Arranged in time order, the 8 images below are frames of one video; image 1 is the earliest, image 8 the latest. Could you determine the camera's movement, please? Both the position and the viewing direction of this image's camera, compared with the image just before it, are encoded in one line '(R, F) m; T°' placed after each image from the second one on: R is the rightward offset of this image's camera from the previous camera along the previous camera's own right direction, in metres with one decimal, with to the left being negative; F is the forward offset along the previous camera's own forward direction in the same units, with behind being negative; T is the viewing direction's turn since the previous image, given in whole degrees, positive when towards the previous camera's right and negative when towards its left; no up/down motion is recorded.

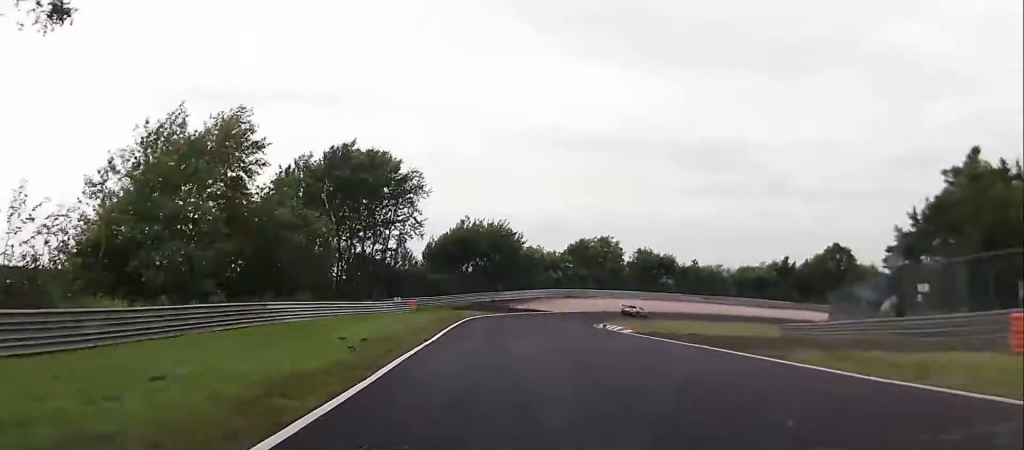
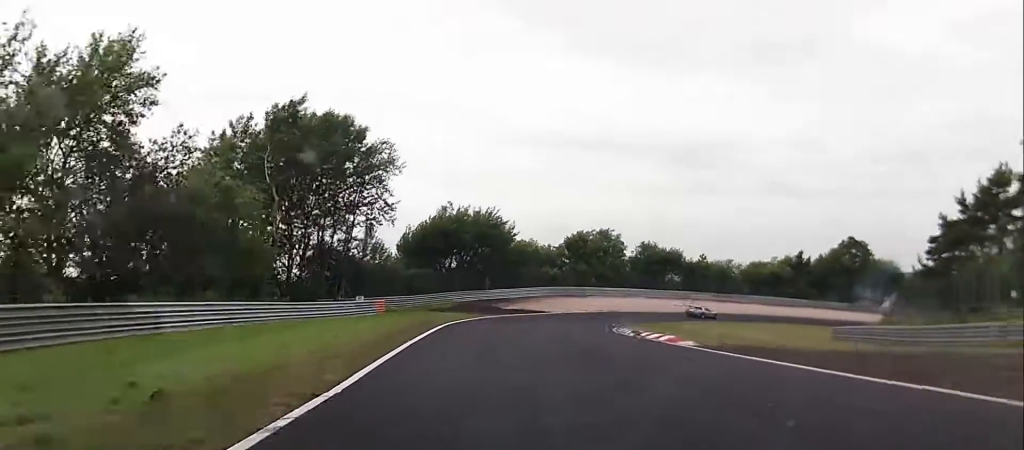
(0.0, +11.4) m; +1°
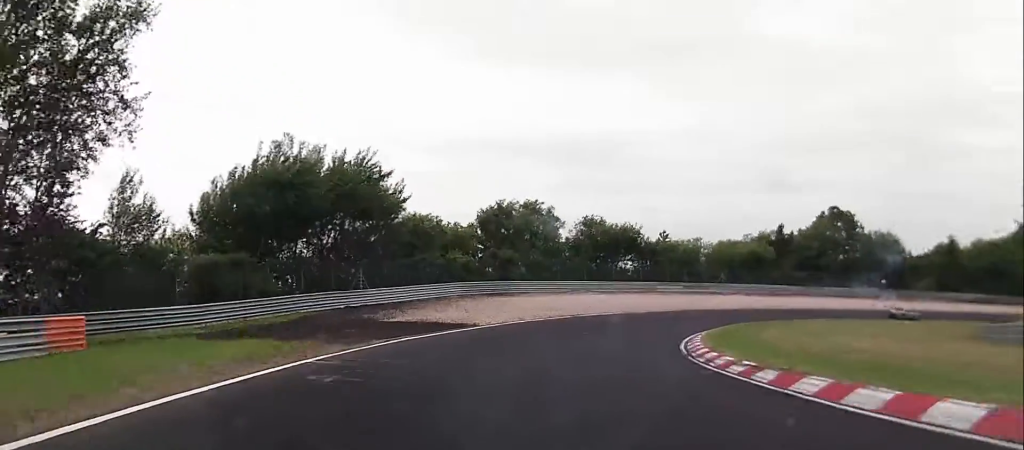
(+1.5, +27.8) m; +12°
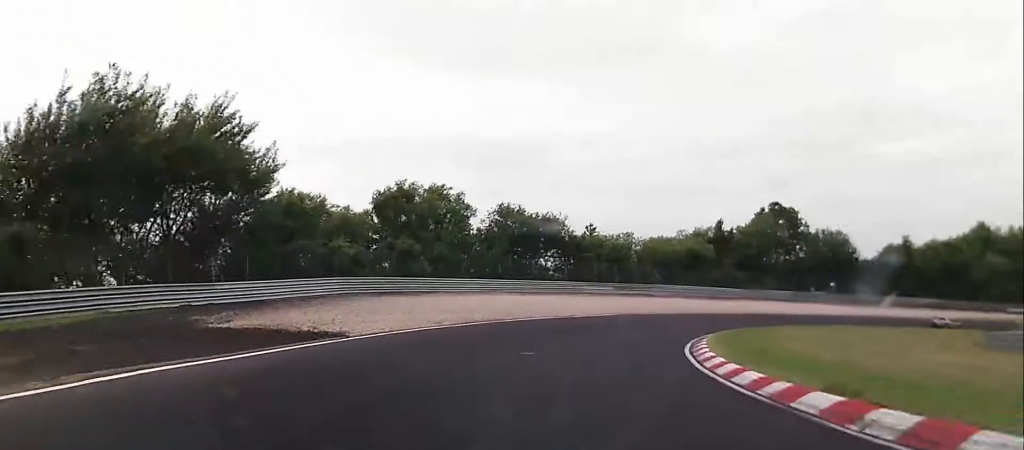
(+0.6, +10.4) m; +9°
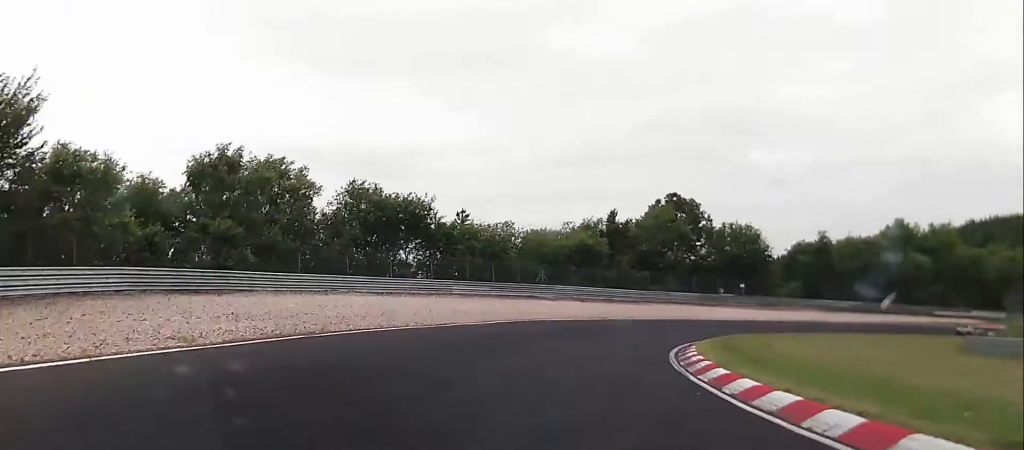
(+1.1, +12.1) m; +12°
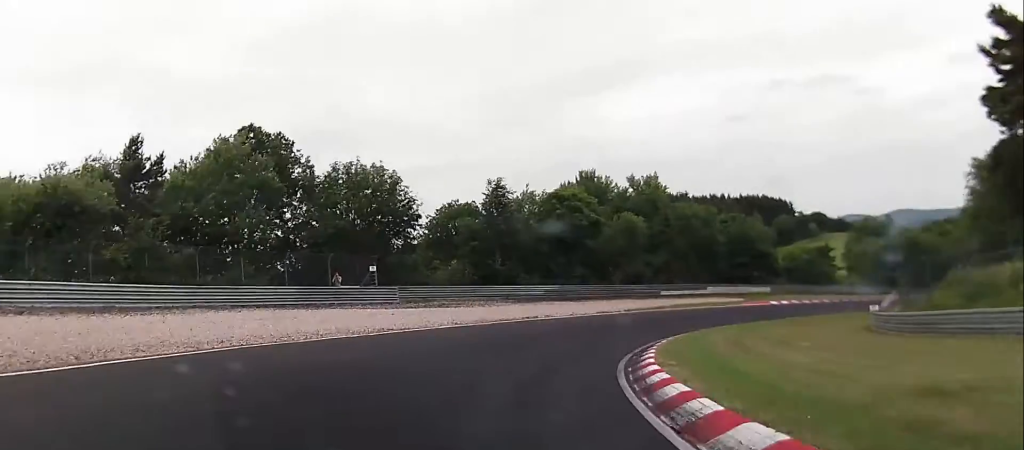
(+10.4, +32.5) m; +39°
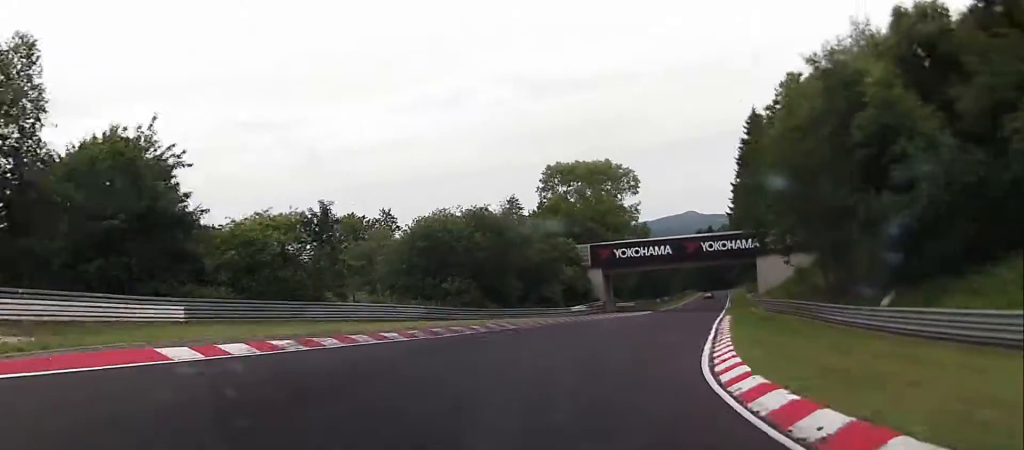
(+24.3, +48.8) m; +46°
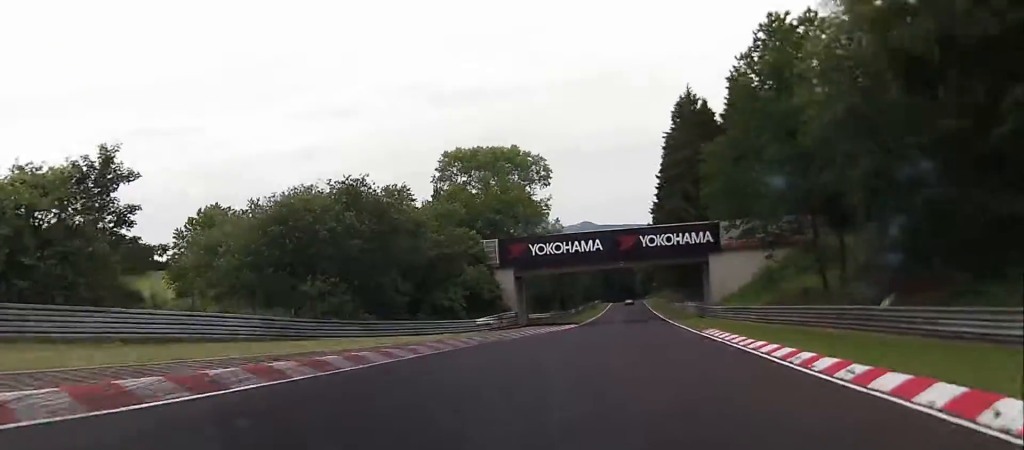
(+1.5, +15.9) m; +7°
